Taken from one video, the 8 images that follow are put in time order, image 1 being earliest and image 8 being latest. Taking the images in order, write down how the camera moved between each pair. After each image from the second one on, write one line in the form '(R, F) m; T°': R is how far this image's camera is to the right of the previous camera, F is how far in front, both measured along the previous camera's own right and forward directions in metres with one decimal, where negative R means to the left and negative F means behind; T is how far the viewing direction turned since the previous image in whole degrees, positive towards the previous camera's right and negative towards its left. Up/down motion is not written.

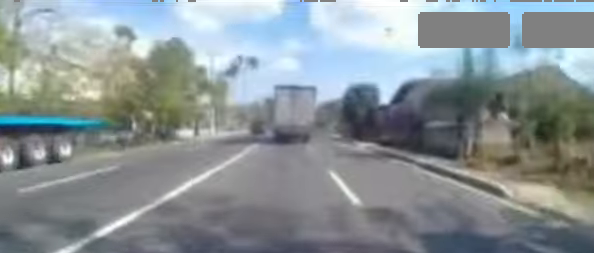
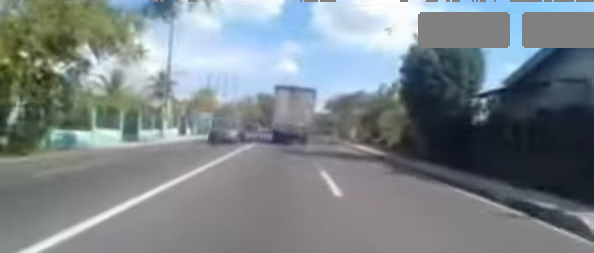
(+0.2, +17.2) m; -2°
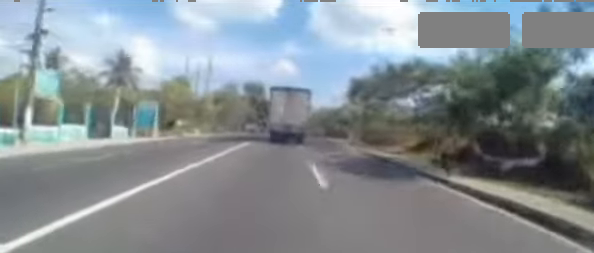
(-0.2, +17.2) m; +2°
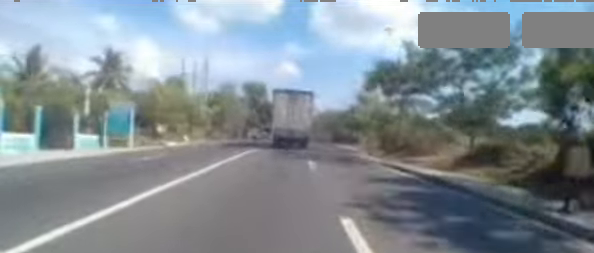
(+0.2, +4.9) m; +1°
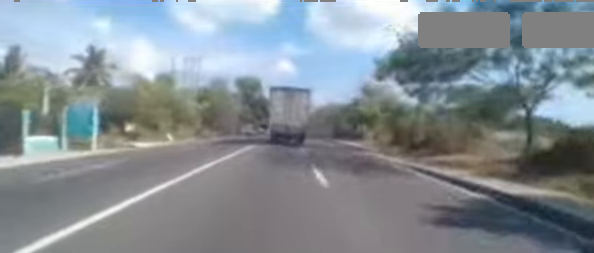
(+0.1, +4.1) m; 0°
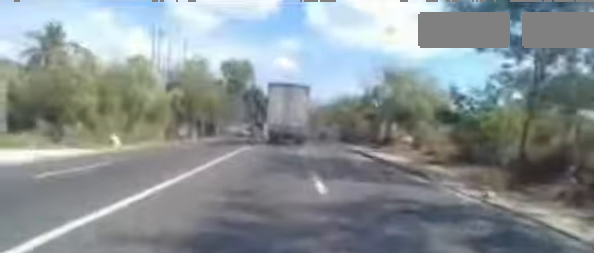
(-0.1, +8.9) m; -3°
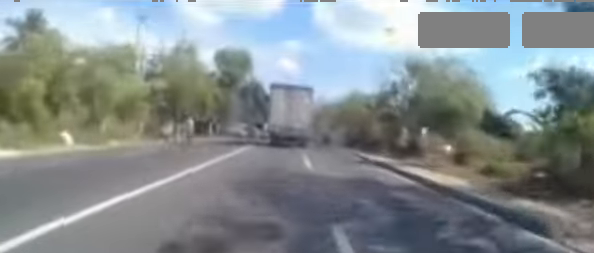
(-0.2, +4.9) m; 0°
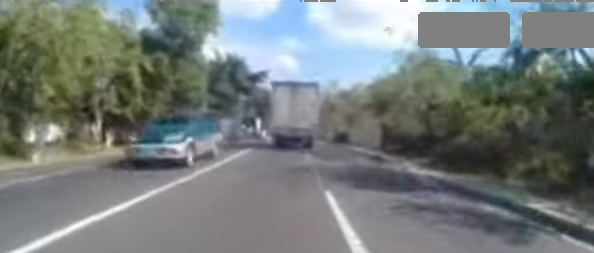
(+0.2, +16.6) m; 0°
